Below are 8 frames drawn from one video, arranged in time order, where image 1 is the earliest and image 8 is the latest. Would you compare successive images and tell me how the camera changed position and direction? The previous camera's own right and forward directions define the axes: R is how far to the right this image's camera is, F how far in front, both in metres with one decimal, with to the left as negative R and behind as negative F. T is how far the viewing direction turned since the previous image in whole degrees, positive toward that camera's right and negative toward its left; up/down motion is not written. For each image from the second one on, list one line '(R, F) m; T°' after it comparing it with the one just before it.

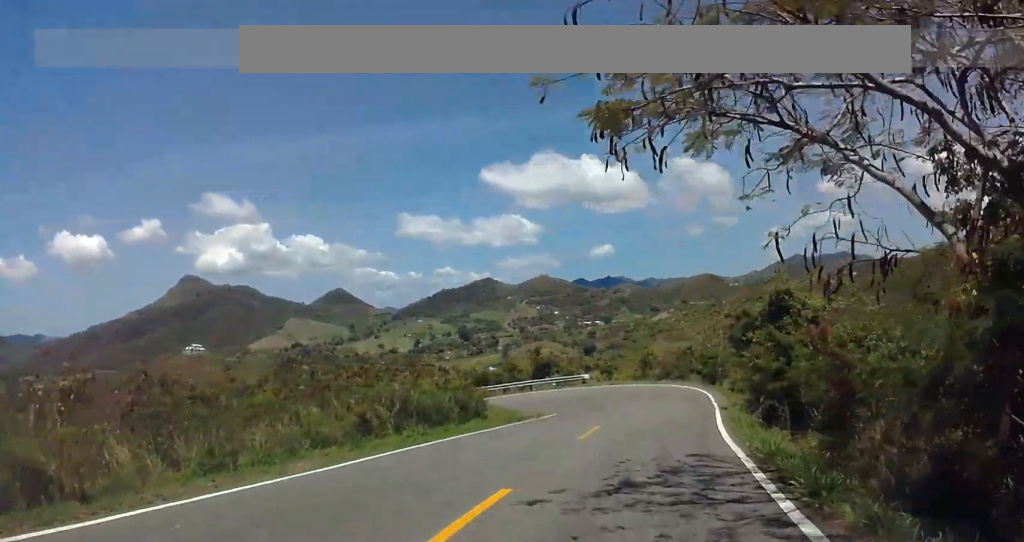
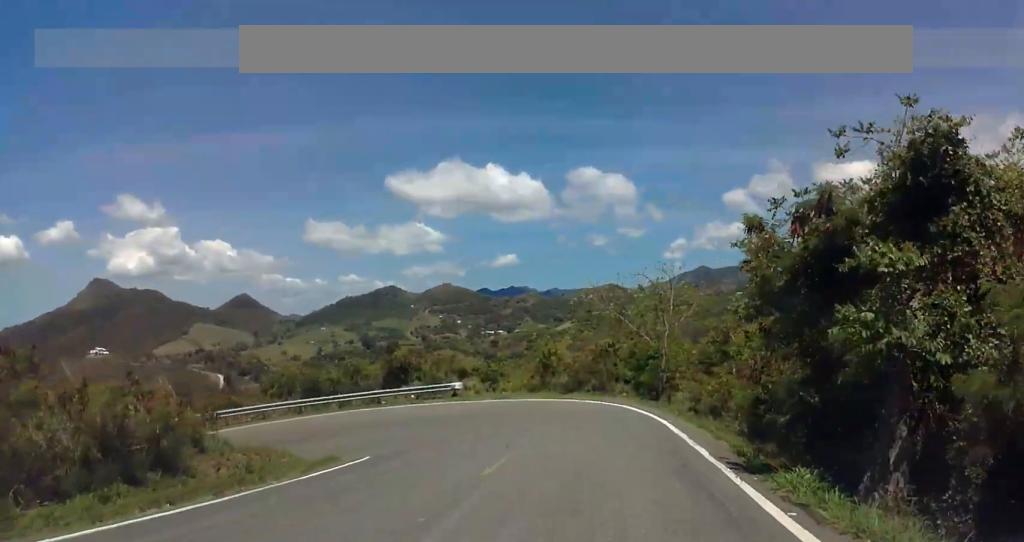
(+3.8, +17.4) m; +18°
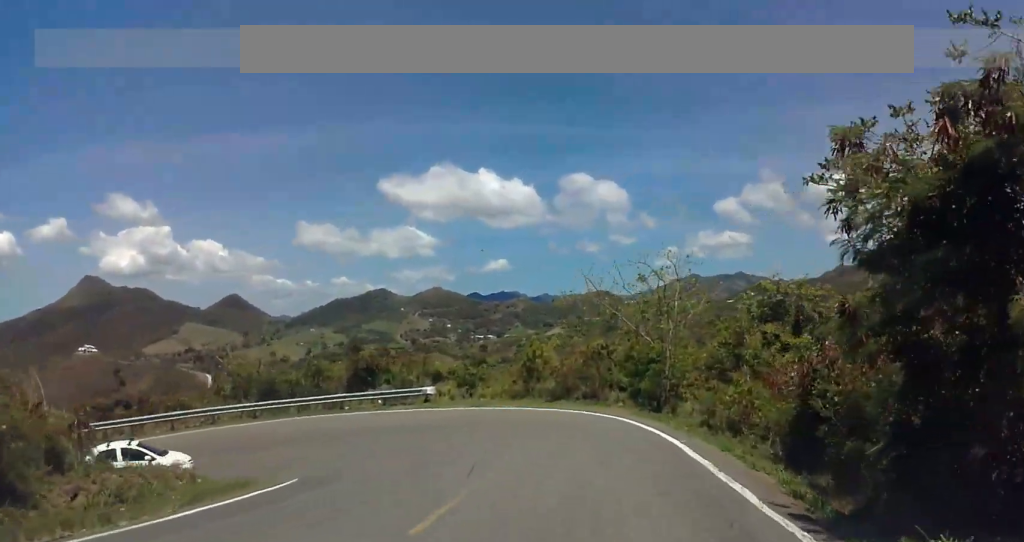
(-0.2, +4.4) m; -1°
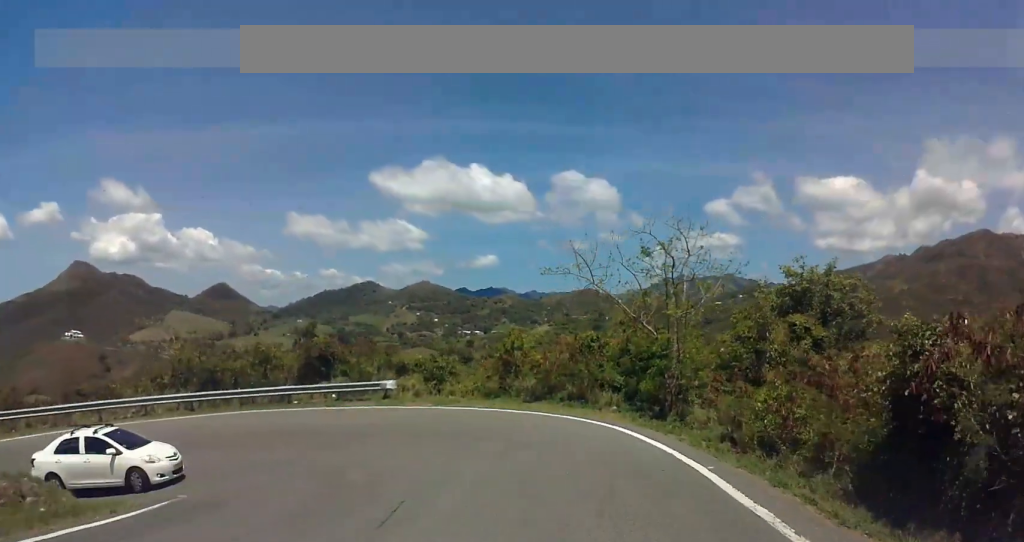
(-0.1, +5.1) m; -1°
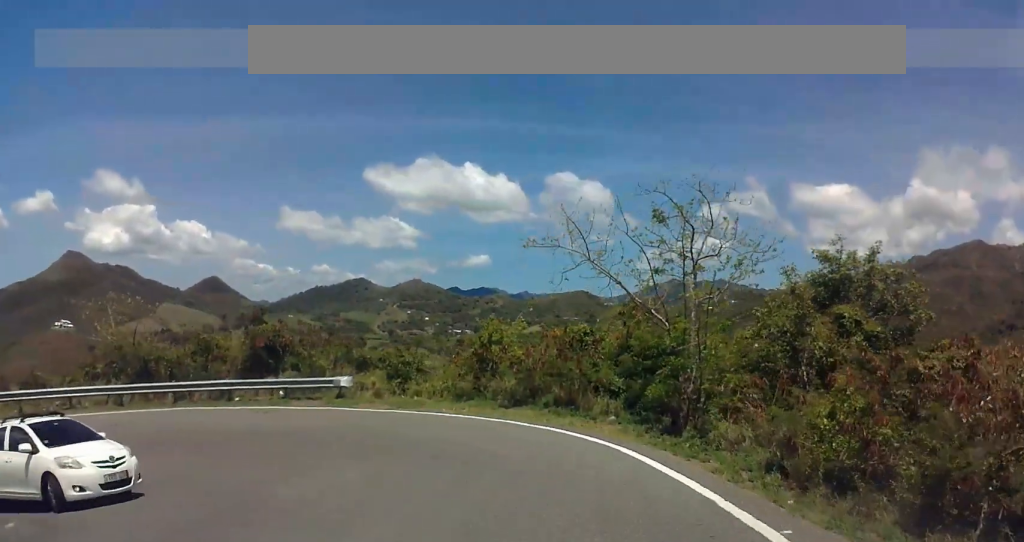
(0.0, +5.0) m; +1°
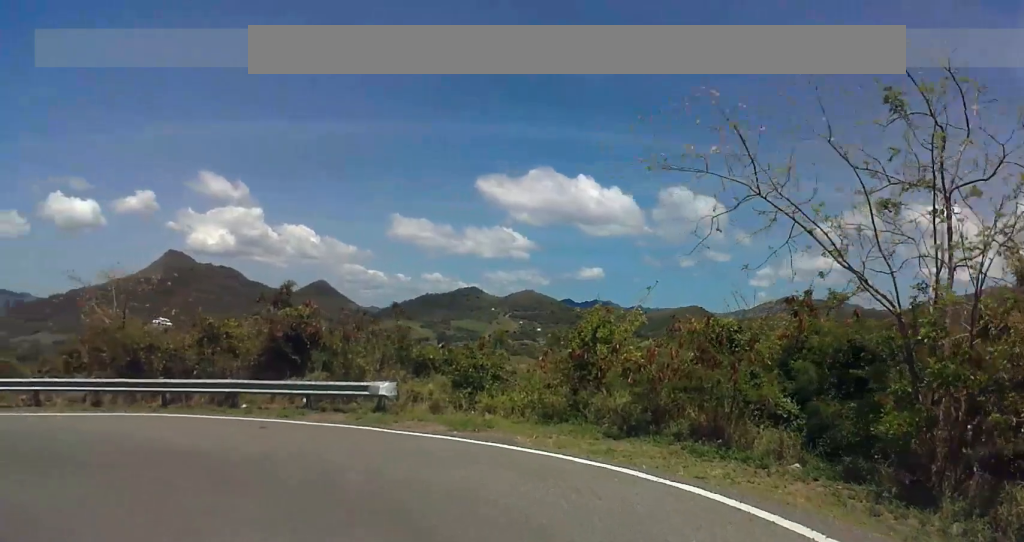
(+0.2, +8.8) m; -1°
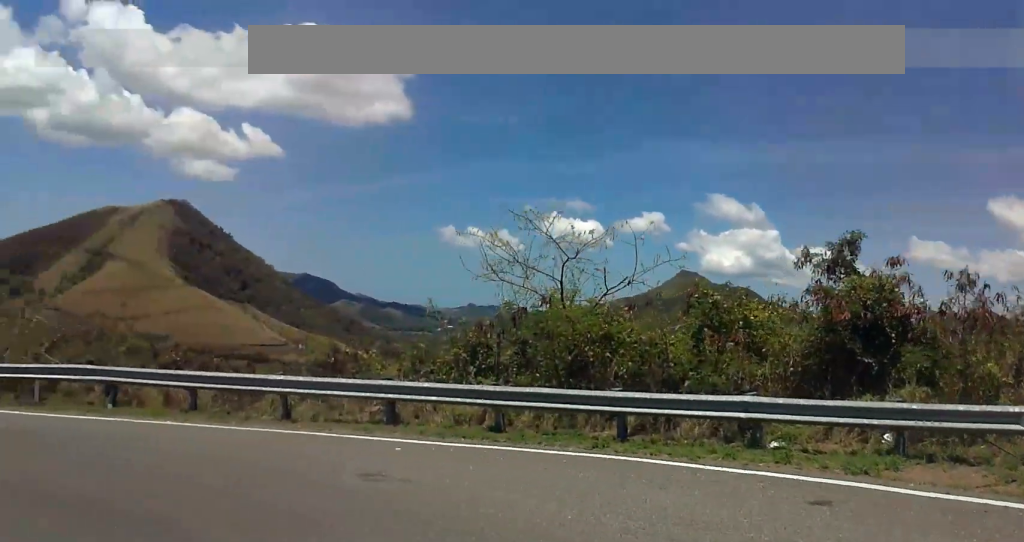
(-0.7, +10.8) m; -8°
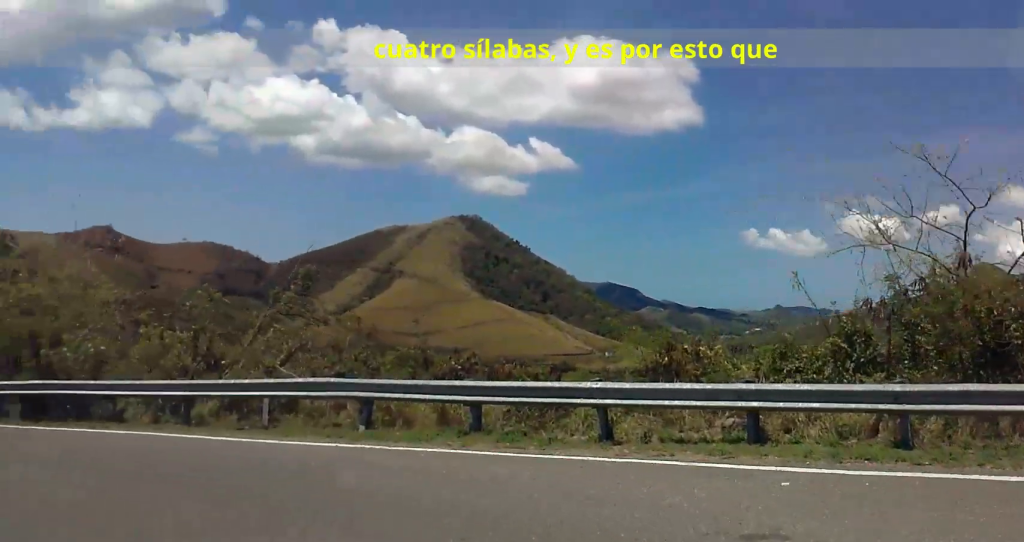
(-0.1, +3.7) m; -9°
